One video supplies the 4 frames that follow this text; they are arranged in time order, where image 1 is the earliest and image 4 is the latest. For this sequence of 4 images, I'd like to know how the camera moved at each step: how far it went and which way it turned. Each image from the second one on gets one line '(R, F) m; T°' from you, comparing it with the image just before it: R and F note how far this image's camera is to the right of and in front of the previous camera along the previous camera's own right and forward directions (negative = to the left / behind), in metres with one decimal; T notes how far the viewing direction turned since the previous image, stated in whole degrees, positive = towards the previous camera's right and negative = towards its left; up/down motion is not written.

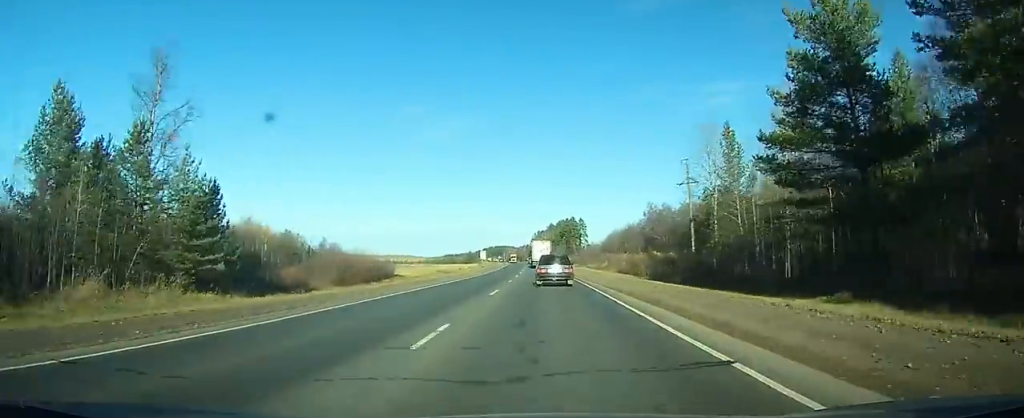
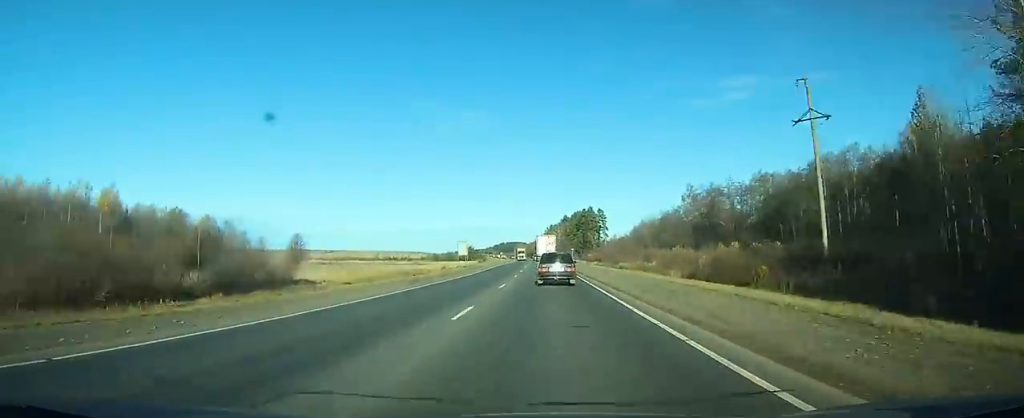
(0.0, +44.8) m; -1°
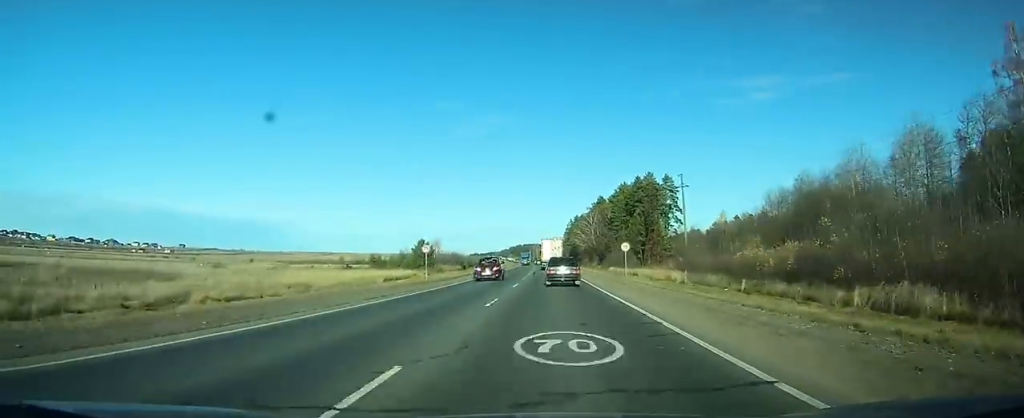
(-3.5, +131.1) m; -2°
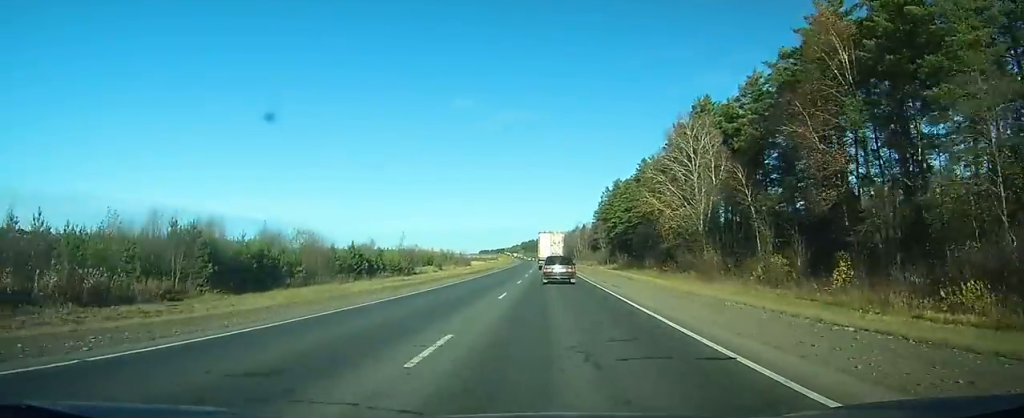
(-0.9, +140.8) m; -1°
